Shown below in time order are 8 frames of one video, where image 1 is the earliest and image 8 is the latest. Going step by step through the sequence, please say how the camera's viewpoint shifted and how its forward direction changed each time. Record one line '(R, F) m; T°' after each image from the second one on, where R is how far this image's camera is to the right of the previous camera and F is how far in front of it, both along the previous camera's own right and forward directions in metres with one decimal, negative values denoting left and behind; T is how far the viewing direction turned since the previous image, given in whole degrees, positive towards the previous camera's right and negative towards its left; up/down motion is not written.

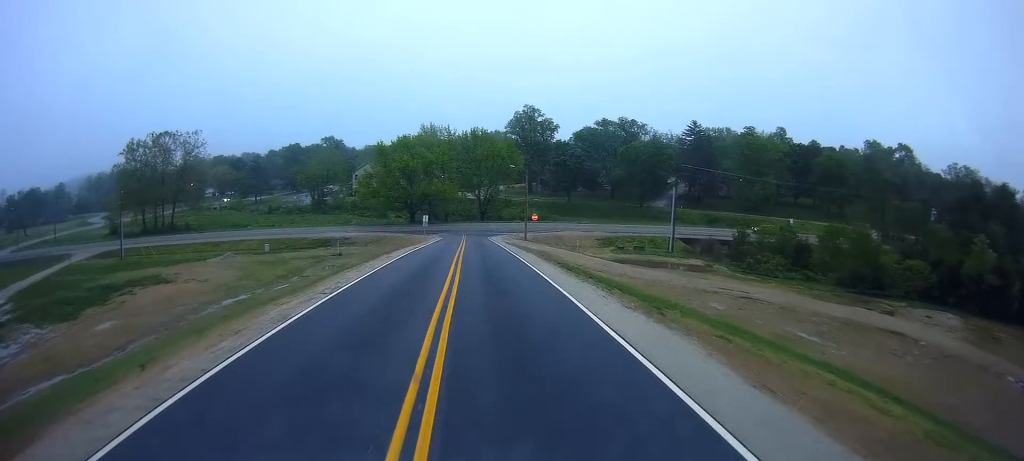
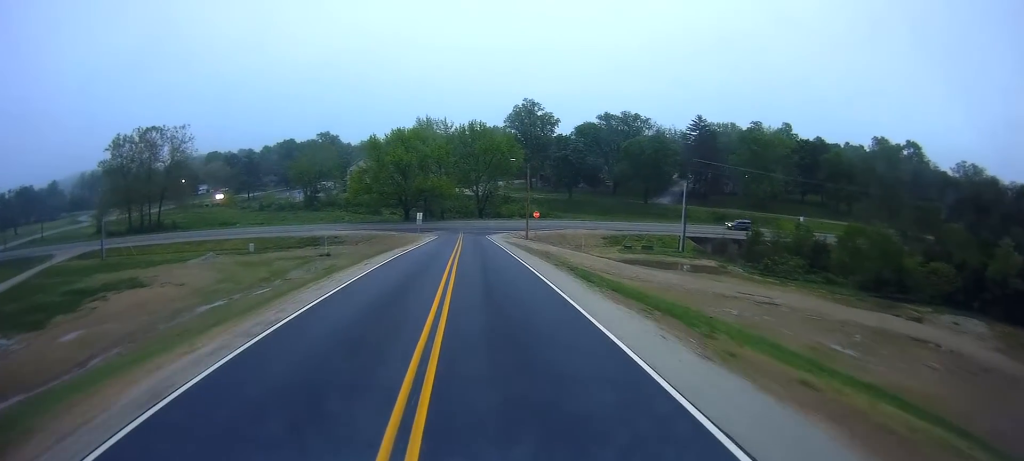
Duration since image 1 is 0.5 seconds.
(0.0, +5.5) m; +1°
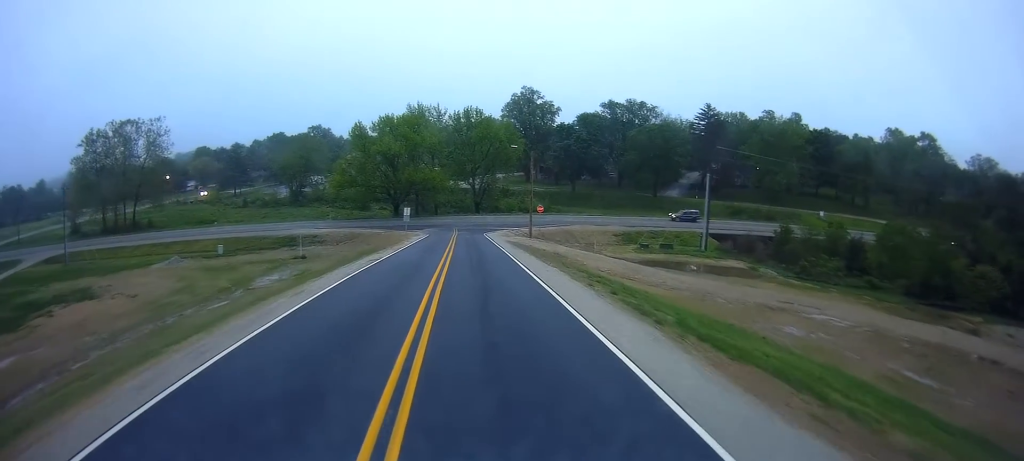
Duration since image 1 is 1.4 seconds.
(+0.1, +9.4) m; 0°
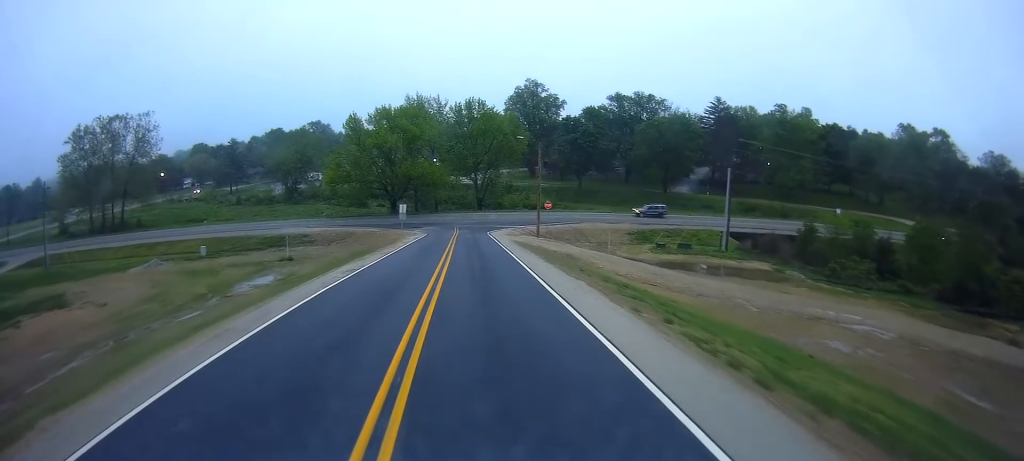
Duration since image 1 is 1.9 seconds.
(0.0, +5.4) m; -1°
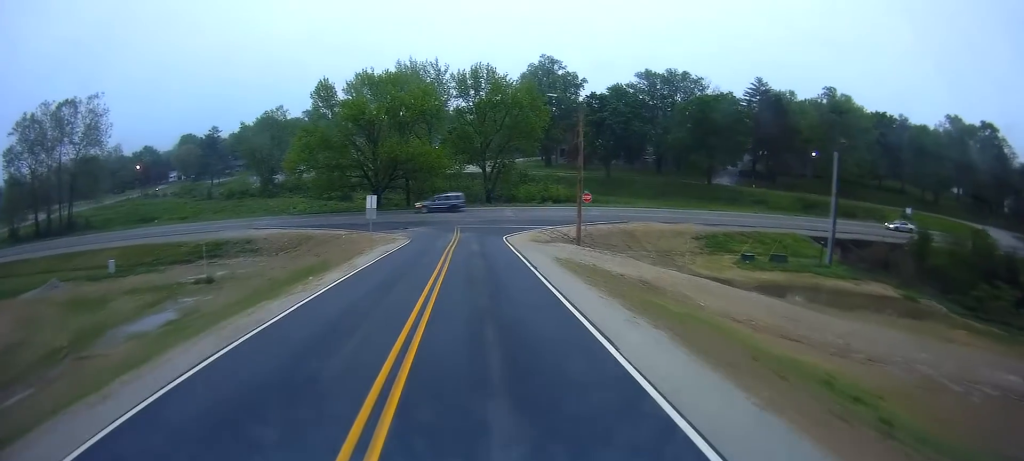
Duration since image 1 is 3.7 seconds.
(-0.5, +19.5) m; -2°
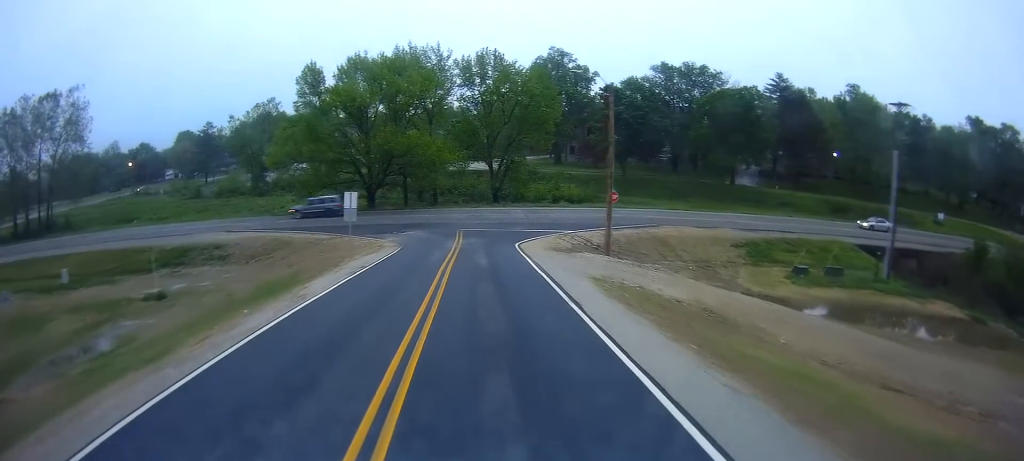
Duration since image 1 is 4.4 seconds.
(+0.1, +7.4) m; 0°
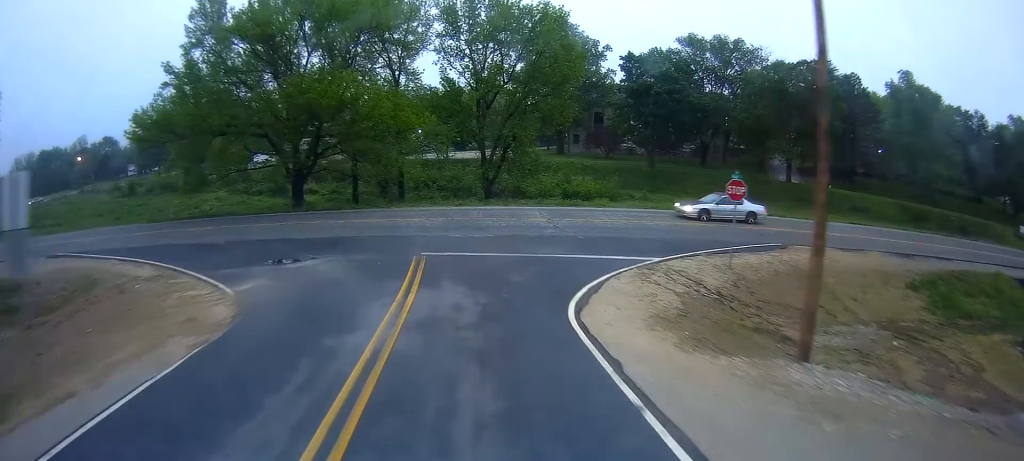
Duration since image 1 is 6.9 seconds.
(+0.2, +23.9) m; +2°
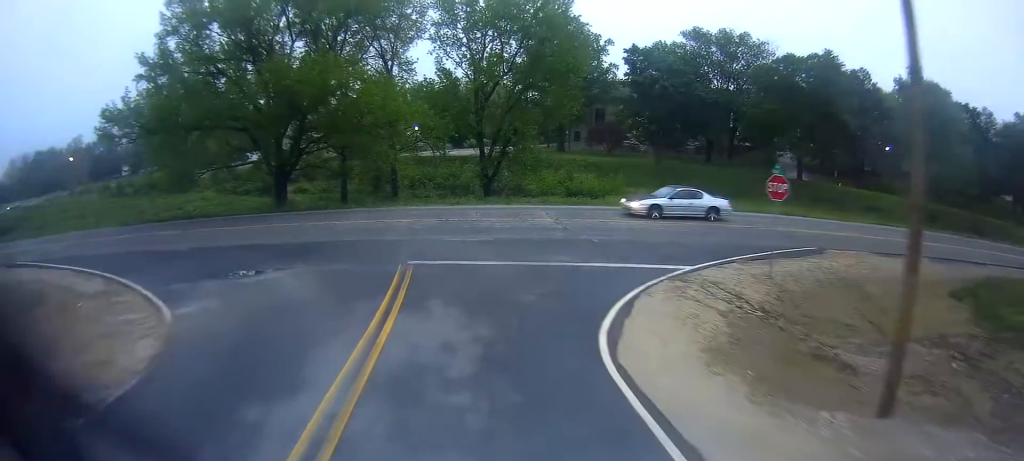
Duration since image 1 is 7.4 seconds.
(+0.1, +4.0) m; 0°
